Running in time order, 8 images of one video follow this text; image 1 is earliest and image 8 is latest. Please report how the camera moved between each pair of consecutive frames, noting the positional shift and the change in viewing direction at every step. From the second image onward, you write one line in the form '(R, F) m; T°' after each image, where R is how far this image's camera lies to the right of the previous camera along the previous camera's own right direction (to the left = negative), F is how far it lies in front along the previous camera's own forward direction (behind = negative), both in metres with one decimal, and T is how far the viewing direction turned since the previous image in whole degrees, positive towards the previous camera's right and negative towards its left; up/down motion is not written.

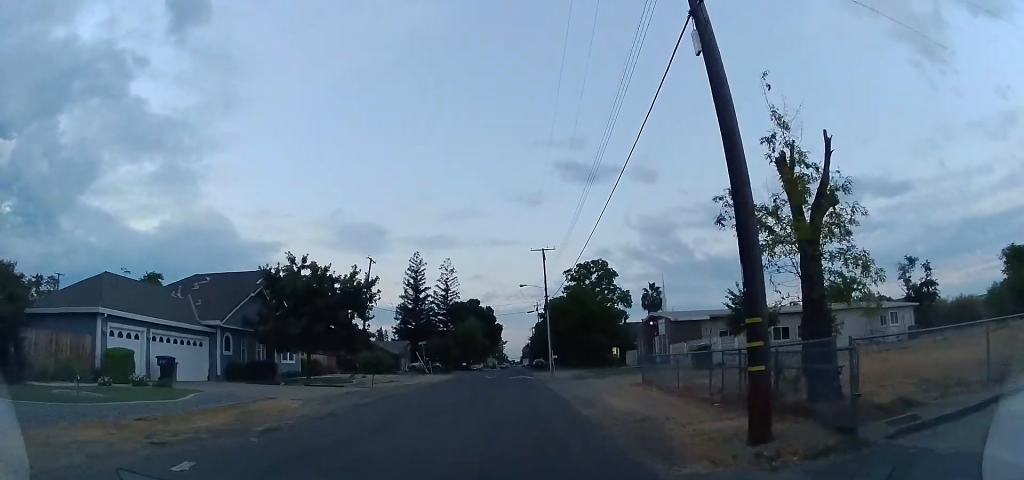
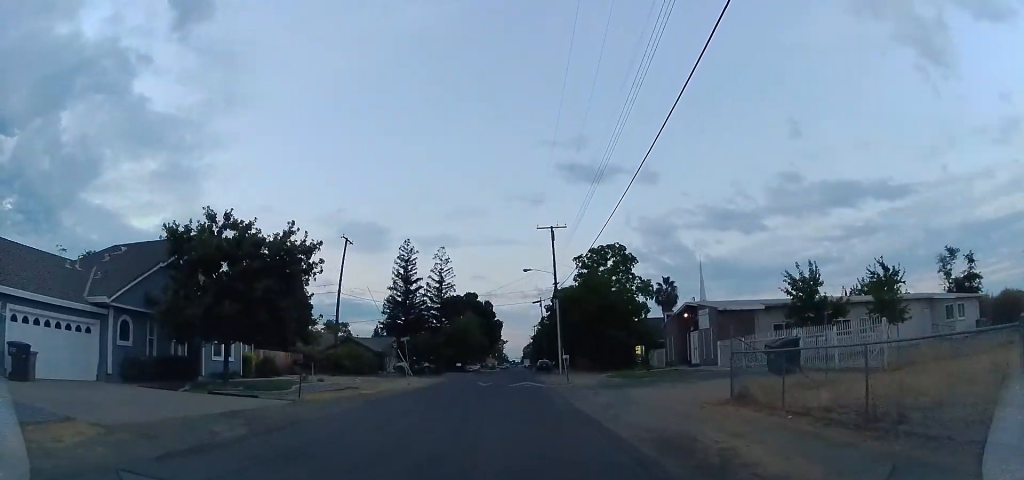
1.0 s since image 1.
(-0.1, +8.6) m; -2°
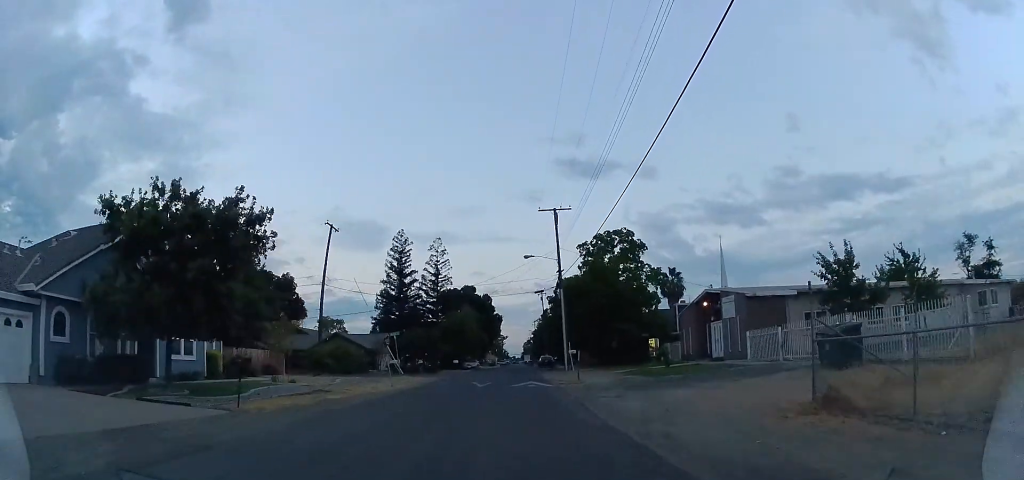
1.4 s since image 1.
(-0.2, +3.9) m; 0°
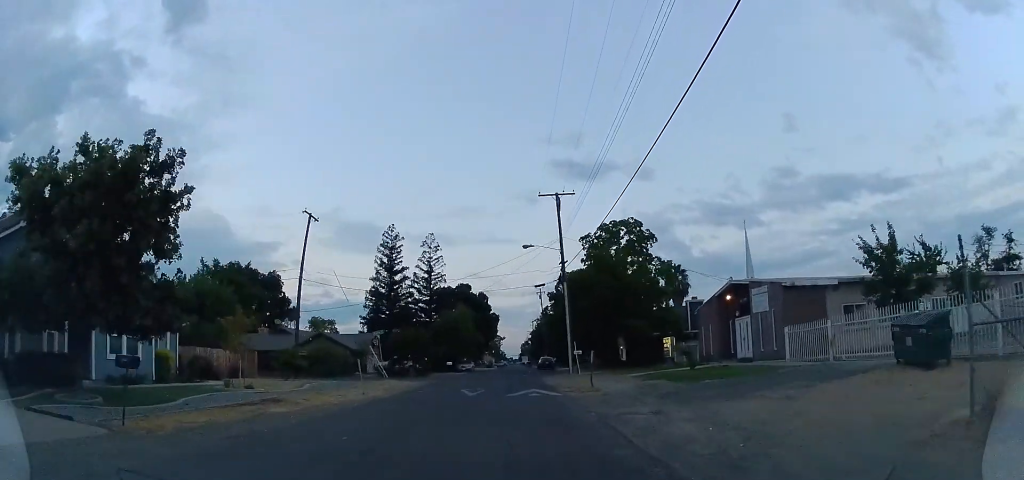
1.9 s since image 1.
(0.0, +4.4) m; +1°
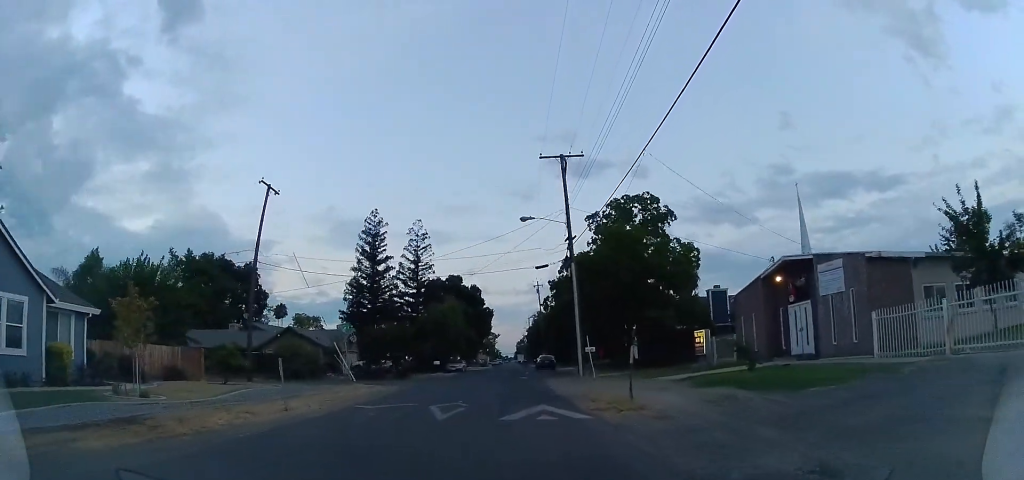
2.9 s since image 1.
(+0.3, +7.7) m; +2°
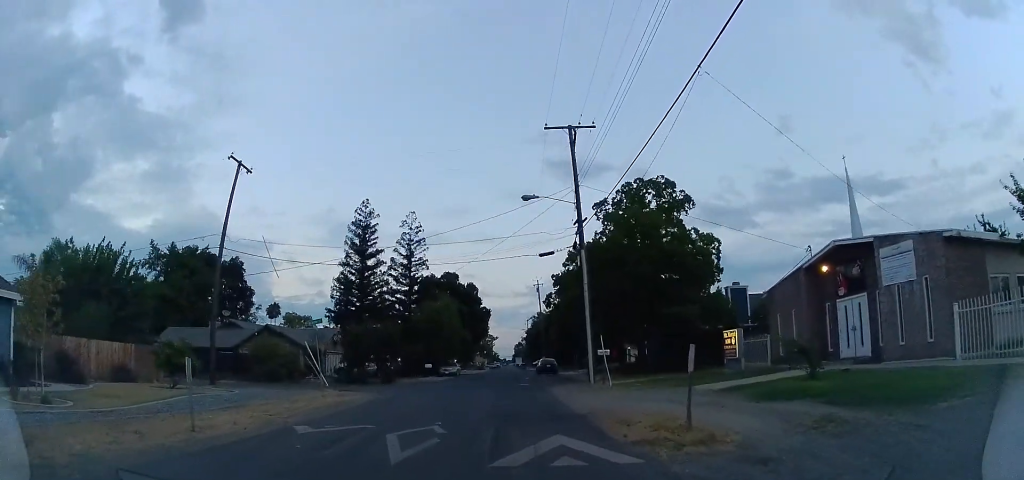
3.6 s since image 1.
(0.0, +4.9) m; 0°
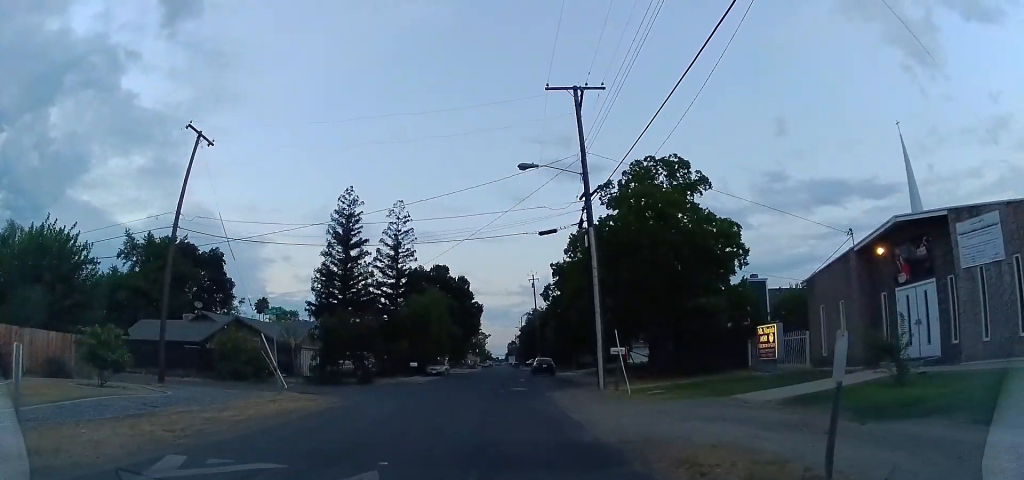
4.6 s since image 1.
(0.0, +5.1) m; 0°
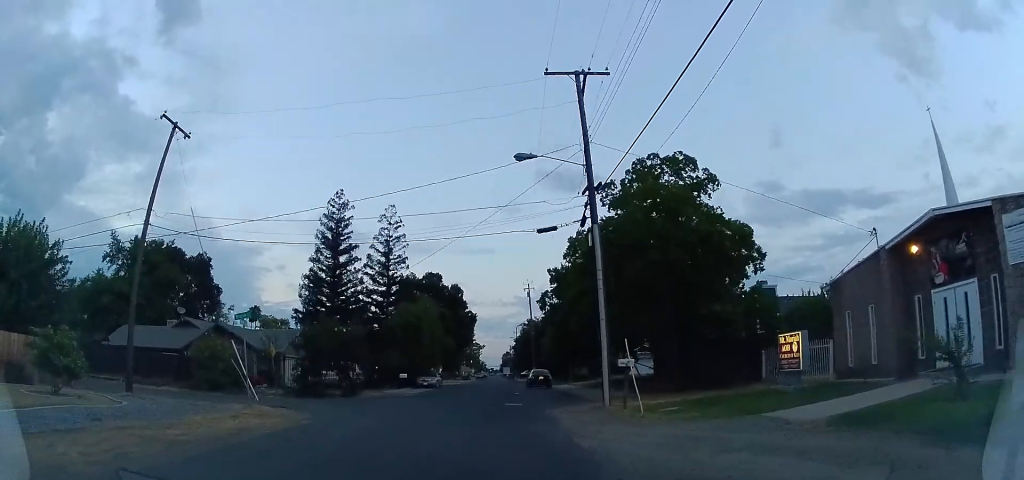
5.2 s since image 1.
(0.0, +2.5) m; 0°
